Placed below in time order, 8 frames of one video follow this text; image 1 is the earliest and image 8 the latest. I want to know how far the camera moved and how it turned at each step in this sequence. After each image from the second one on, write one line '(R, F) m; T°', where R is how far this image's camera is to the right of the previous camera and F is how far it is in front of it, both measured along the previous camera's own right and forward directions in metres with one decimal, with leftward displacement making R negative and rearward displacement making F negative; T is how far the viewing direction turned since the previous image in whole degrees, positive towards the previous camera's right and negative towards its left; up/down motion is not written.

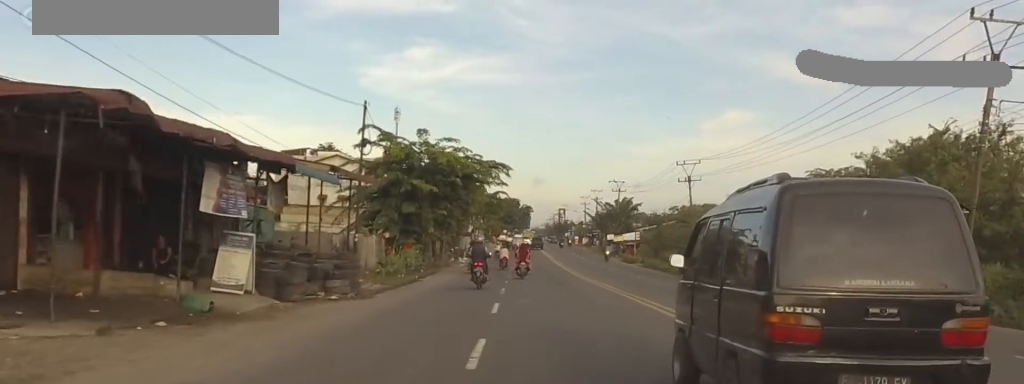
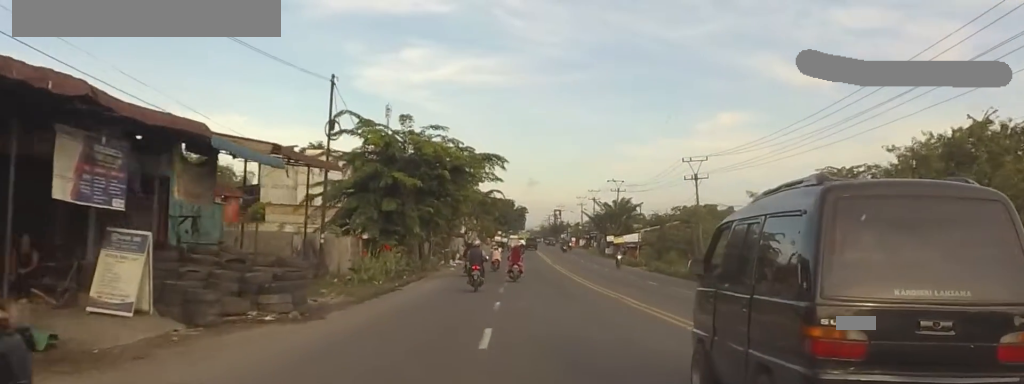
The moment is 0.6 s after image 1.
(0.0, +7.1) m; 0°
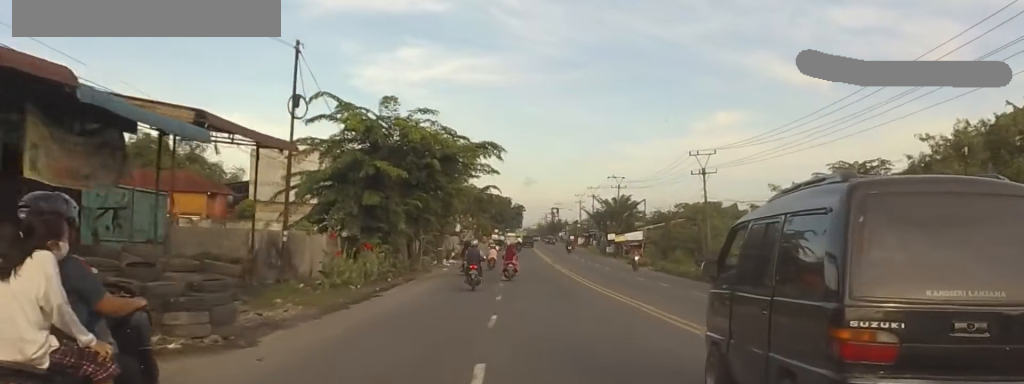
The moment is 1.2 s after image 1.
(0.0, +5.9) m; 0°
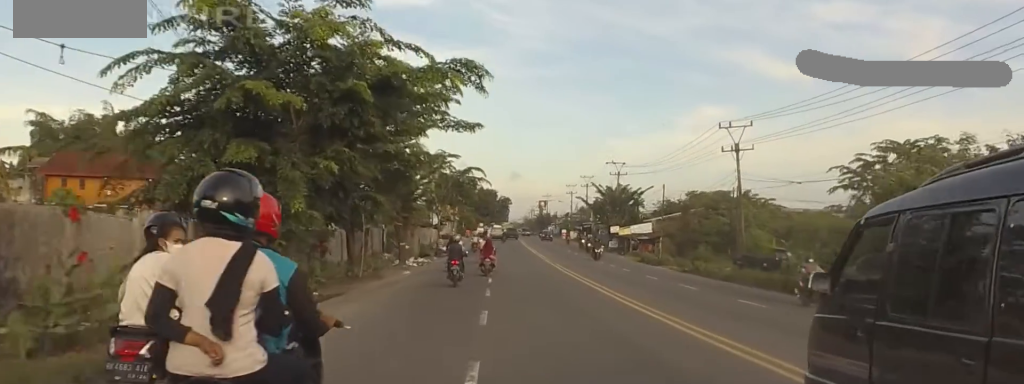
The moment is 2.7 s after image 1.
(0.0, +17.6) m; 0°
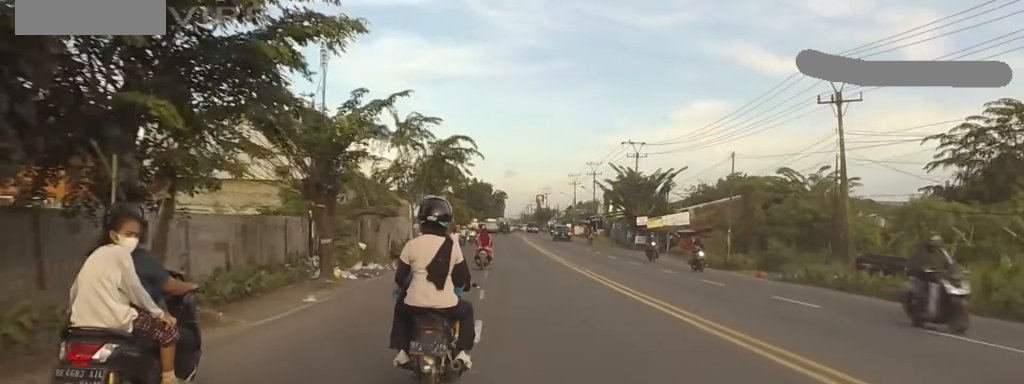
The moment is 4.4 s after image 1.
(0.0, +19.5) m; 0°
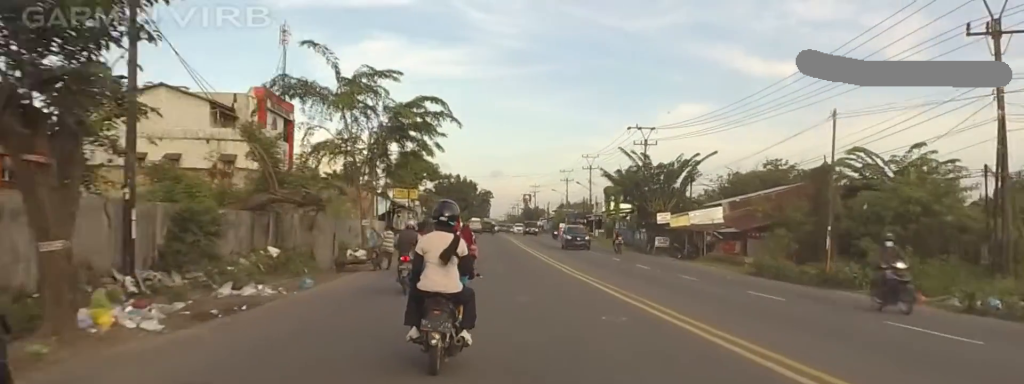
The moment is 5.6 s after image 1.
(0.0, +13.6) m; +1°
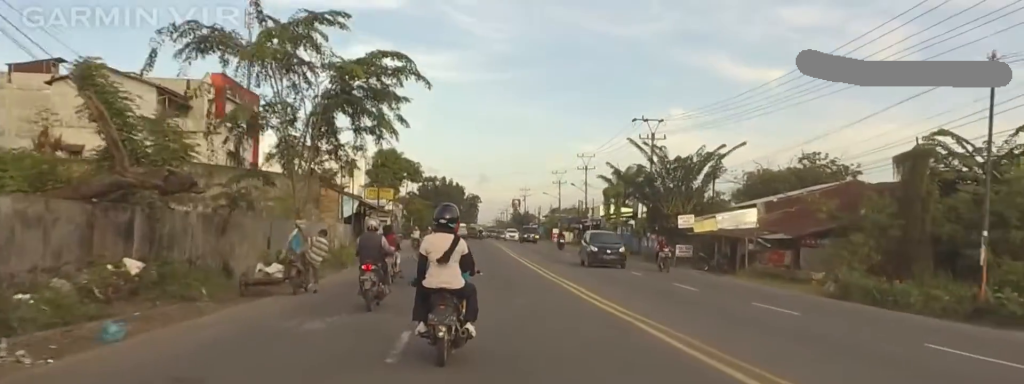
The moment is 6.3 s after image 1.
(+0.1, +8.8) m; +3°
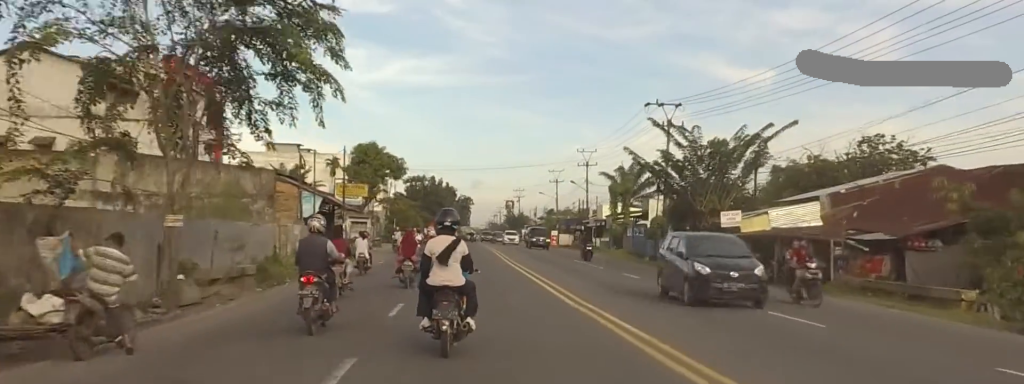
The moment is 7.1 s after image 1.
(+0.3, +9.1) m; +2°
